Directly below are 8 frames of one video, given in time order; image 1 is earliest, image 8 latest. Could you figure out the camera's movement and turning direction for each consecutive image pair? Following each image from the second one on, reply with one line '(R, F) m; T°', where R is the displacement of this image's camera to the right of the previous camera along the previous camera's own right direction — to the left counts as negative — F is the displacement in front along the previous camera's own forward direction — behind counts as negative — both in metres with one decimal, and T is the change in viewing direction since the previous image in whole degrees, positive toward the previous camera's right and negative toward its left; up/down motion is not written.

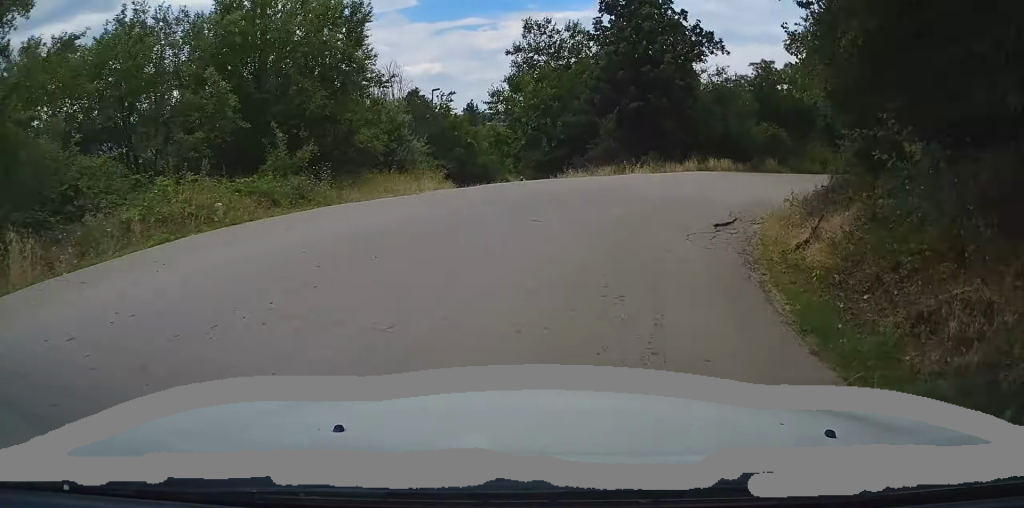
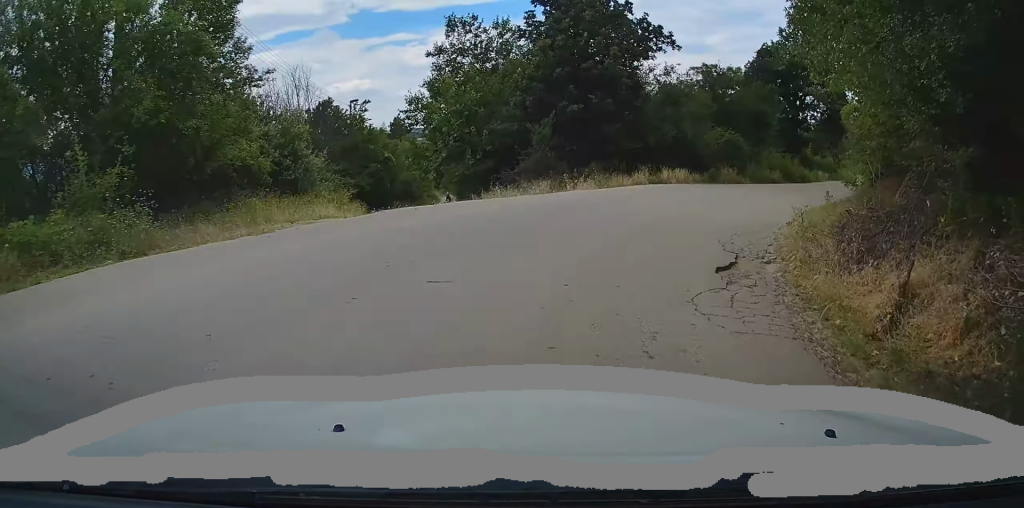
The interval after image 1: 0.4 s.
(-0.3, +4.6) m; +5°
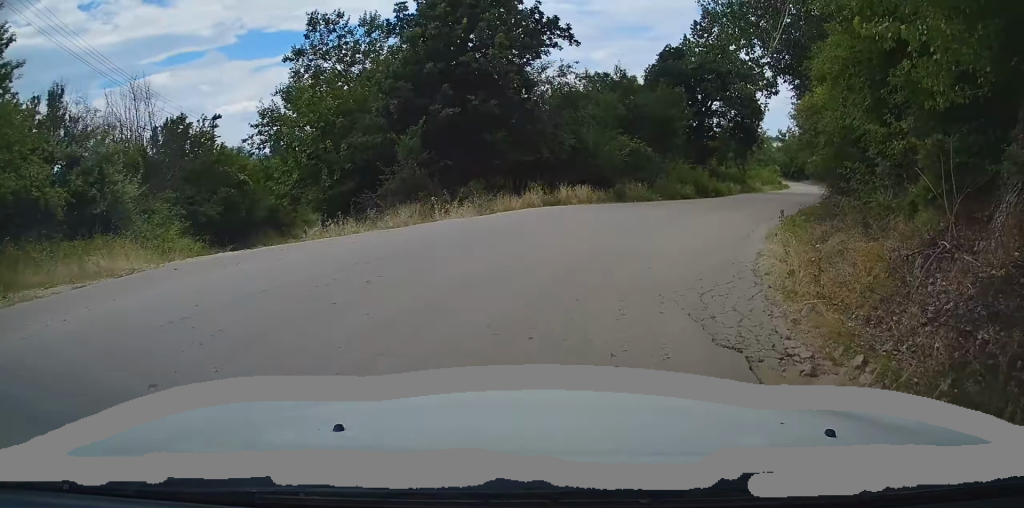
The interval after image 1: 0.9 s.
(+0.7, +4.9) m; +8°
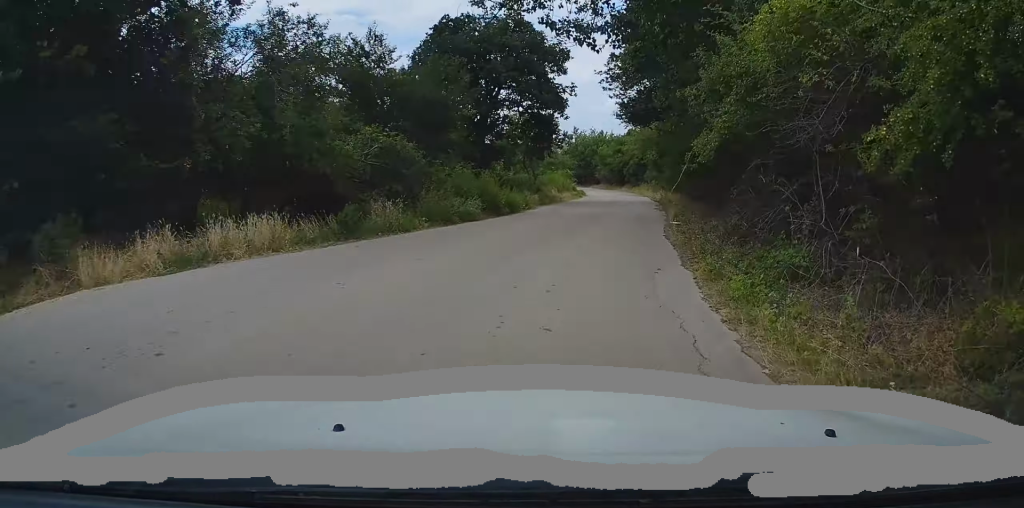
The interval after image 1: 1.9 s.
(+1.5, +10.1) m; +14°
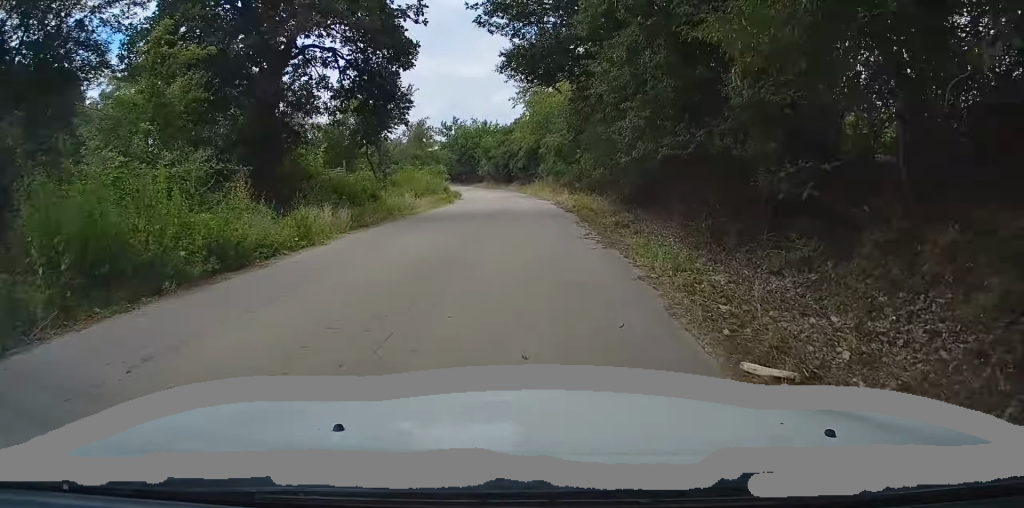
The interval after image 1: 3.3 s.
(+1.7, +13.6) m; +10°
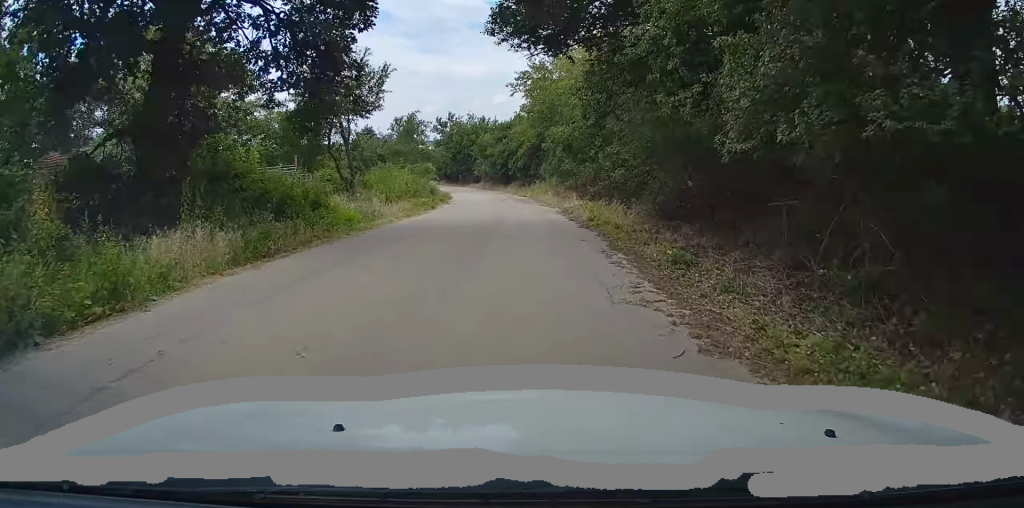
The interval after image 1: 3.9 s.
(+0.1, +5.6) m; +1°
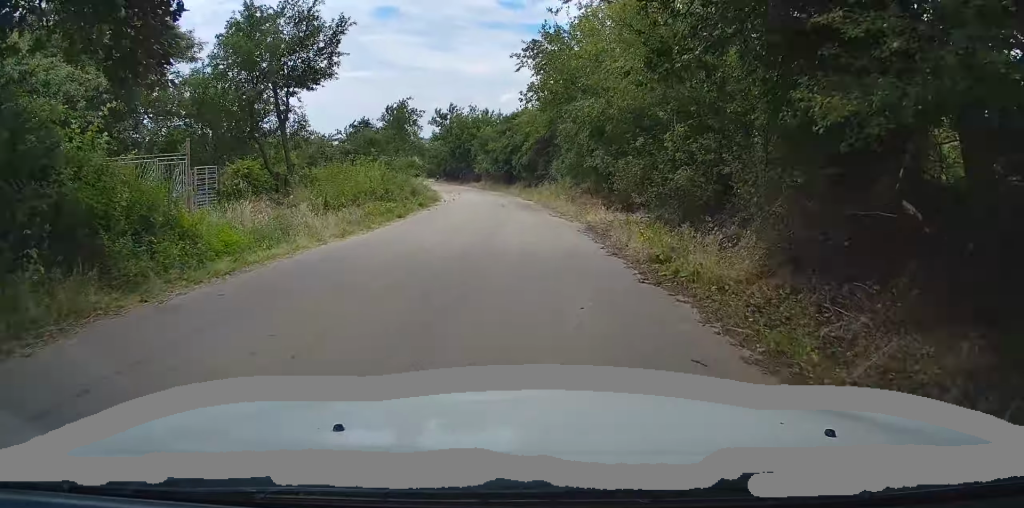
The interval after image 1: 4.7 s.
(0.0, +7.3) m; +1°
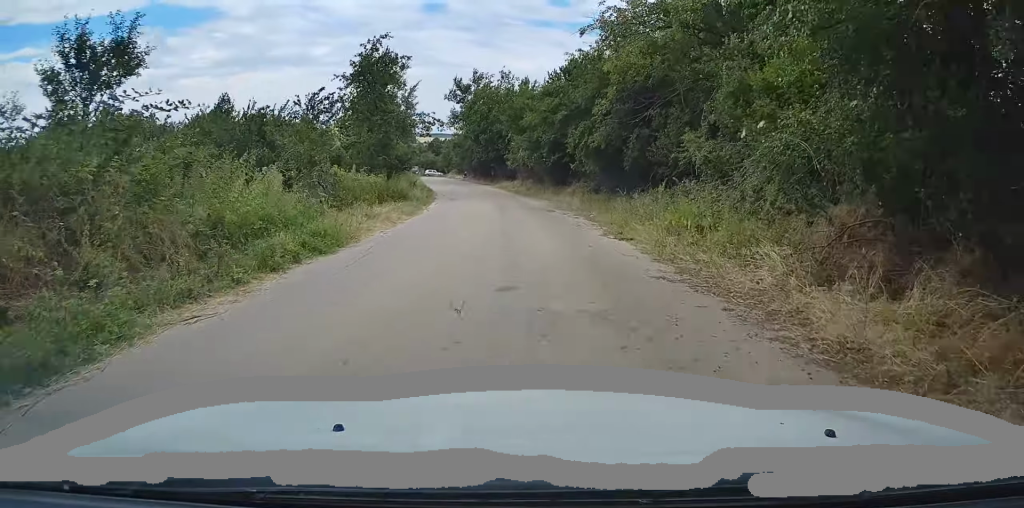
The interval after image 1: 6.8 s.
(0.0, +21.7) m; -2°
